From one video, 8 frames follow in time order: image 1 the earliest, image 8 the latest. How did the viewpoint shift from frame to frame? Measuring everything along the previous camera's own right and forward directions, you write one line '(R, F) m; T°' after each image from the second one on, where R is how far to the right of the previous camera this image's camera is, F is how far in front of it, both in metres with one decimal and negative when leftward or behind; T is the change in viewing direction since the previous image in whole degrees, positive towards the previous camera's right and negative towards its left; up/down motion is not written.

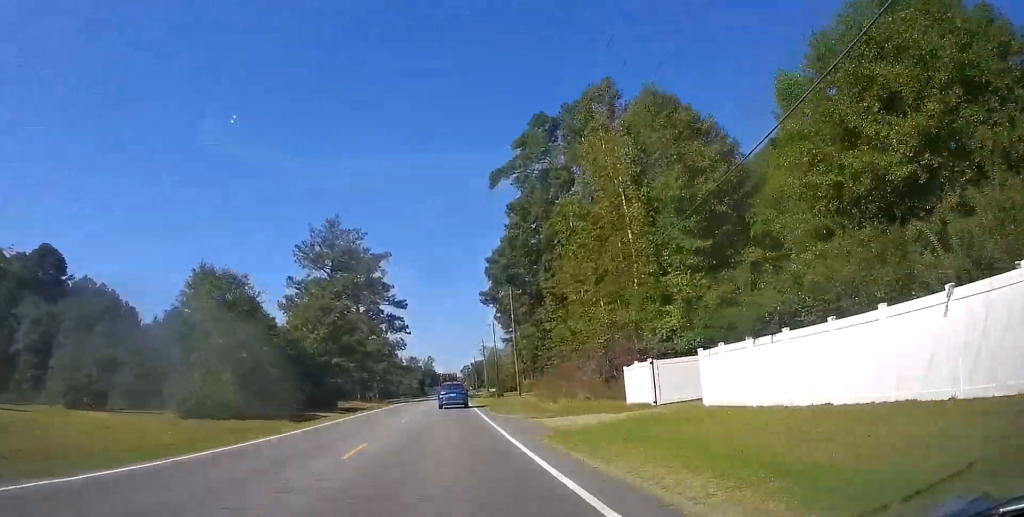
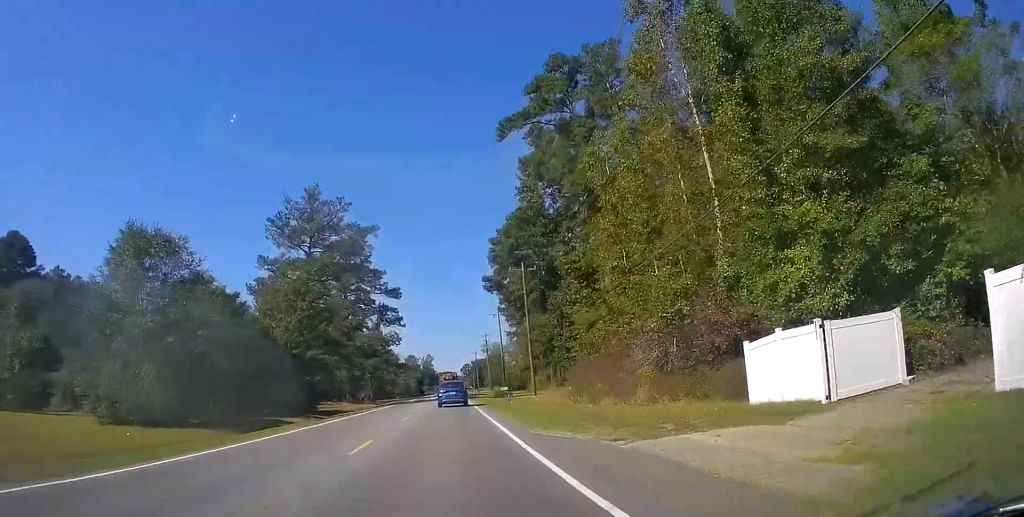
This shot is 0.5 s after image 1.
(-0.1, +11.6) m; -1°
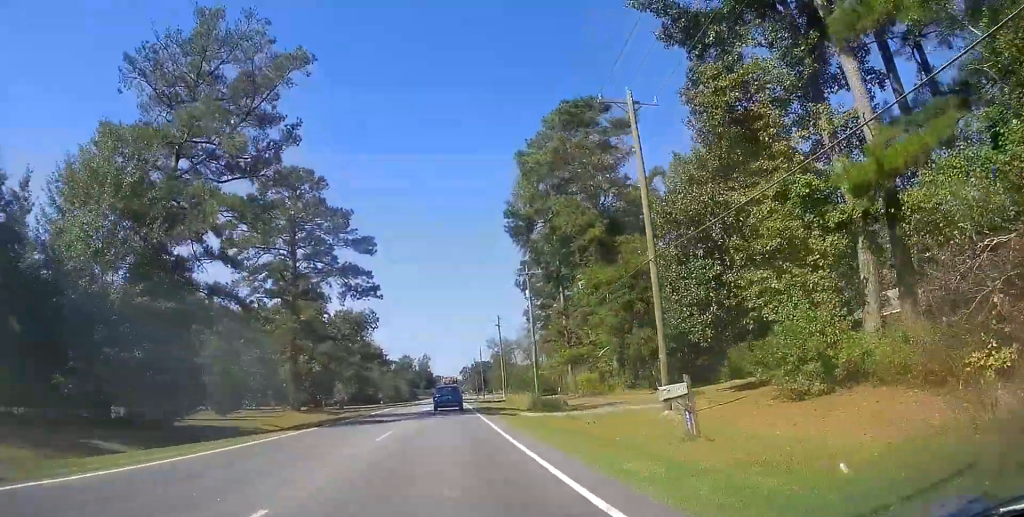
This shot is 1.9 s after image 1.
(0.0, +33.2) m; 0°
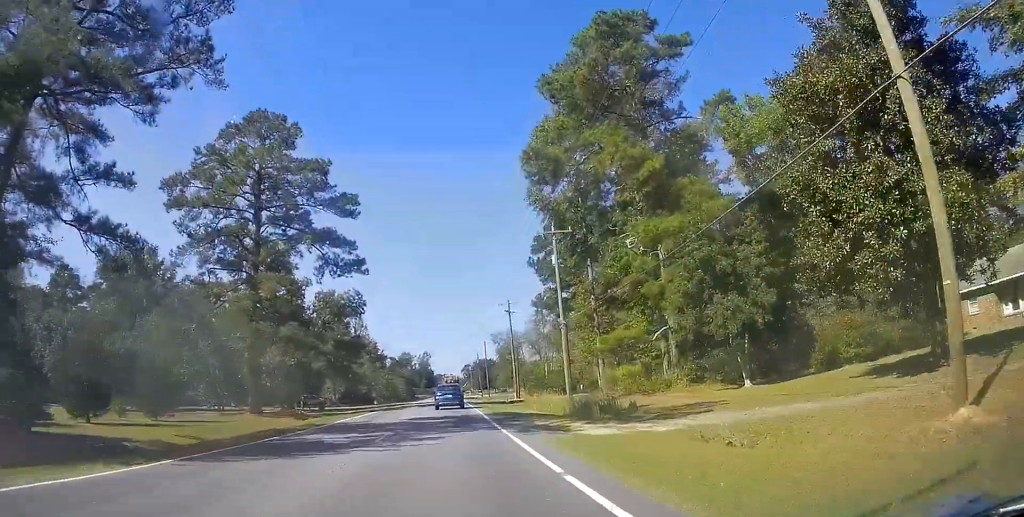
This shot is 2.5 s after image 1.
(0.0, +13.4) m; 0°
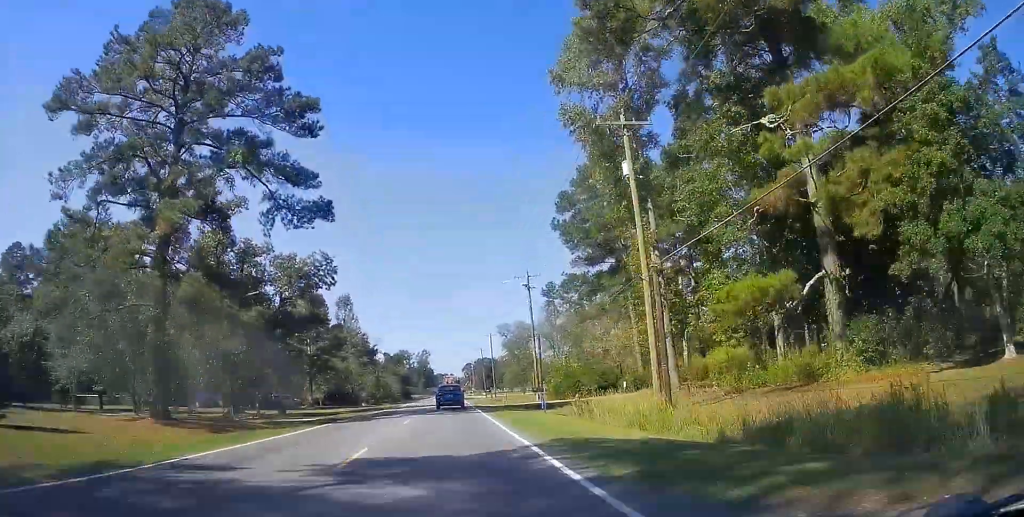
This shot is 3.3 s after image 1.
(0.0, +17.4) m; 0°
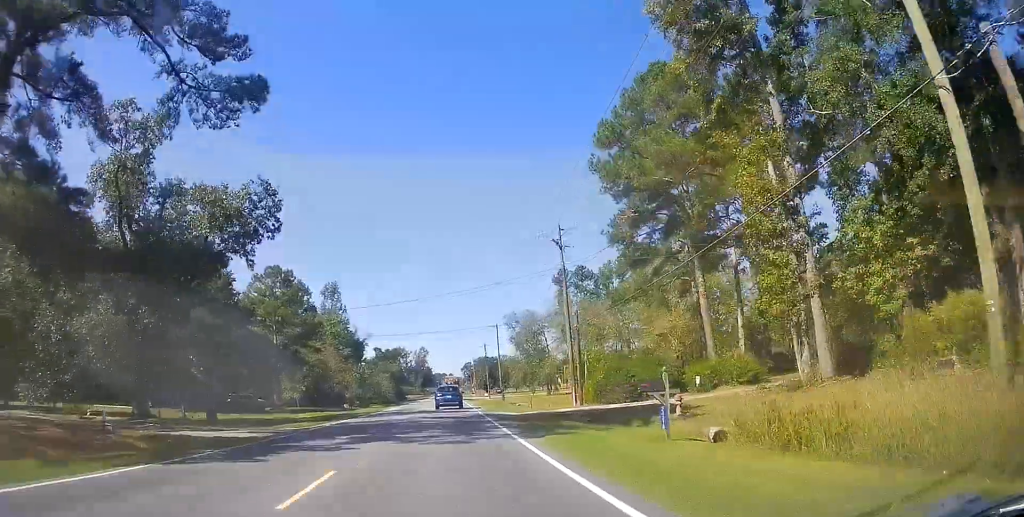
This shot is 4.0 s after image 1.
(0.0, +16.3) m; 0°
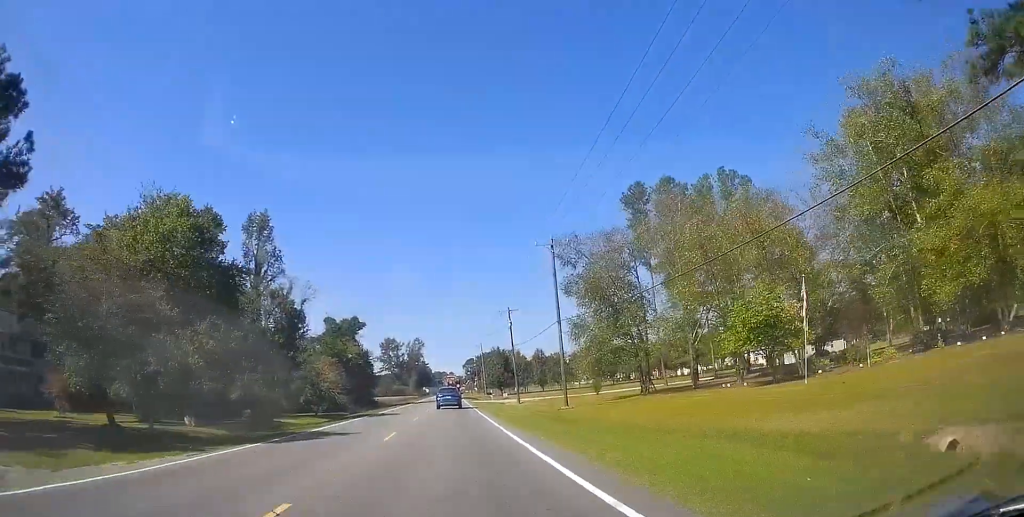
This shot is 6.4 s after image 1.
(-0.9, +51.3) m; 0°
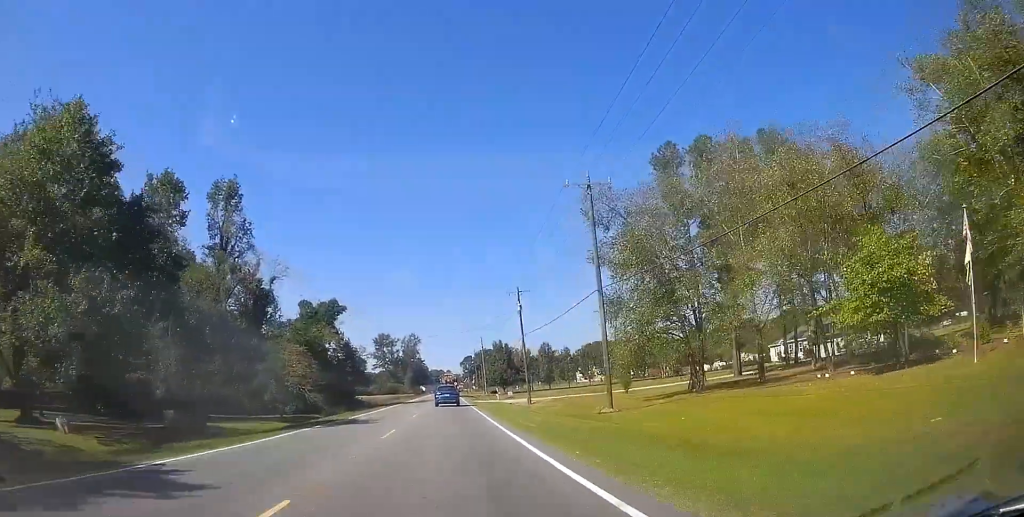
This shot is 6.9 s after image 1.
(+0.5, +11.9) m; +1°
